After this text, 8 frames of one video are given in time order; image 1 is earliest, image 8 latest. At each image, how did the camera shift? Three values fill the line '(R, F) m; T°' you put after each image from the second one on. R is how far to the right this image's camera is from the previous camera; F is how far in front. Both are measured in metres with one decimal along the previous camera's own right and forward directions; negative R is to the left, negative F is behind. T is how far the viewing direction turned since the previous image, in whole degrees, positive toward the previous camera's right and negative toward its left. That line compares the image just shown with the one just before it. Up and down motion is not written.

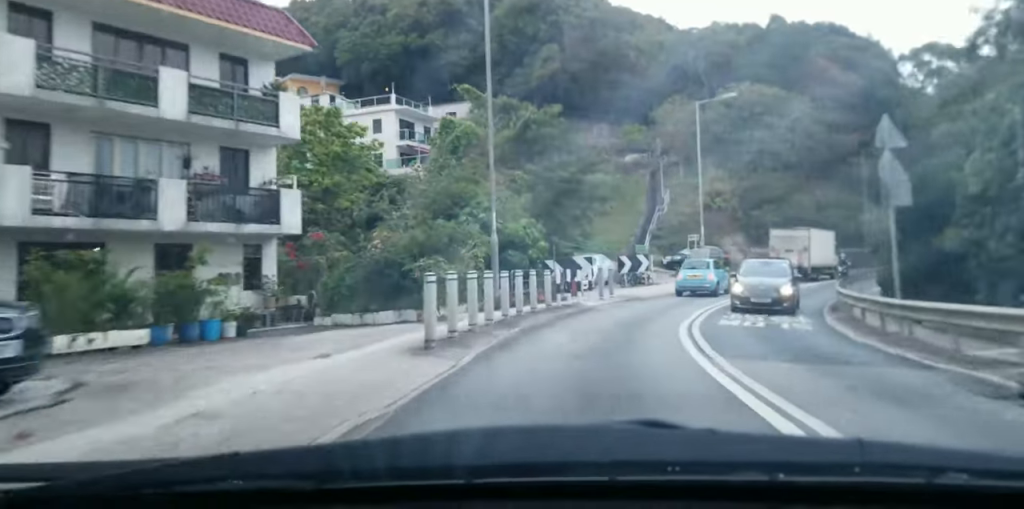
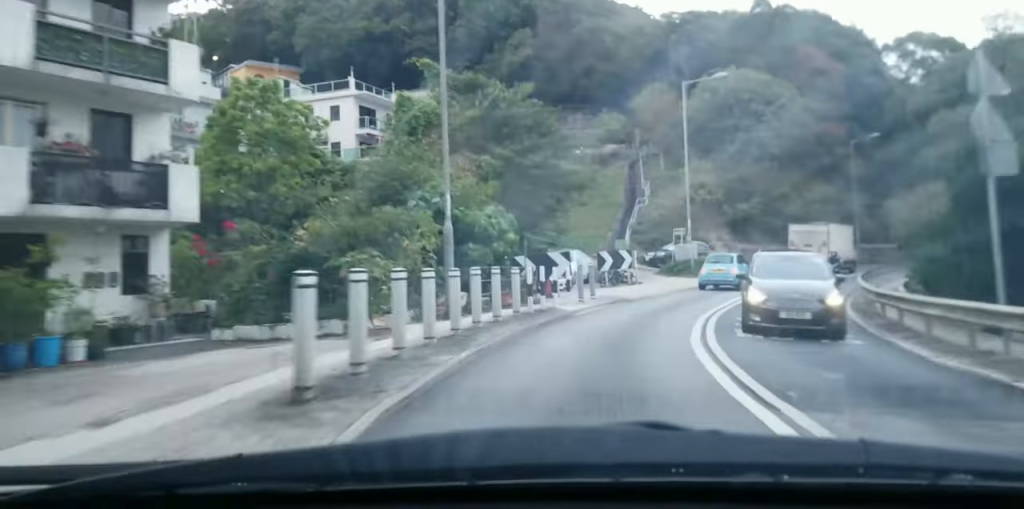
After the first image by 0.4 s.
(0.0, +4.2) m; 0°
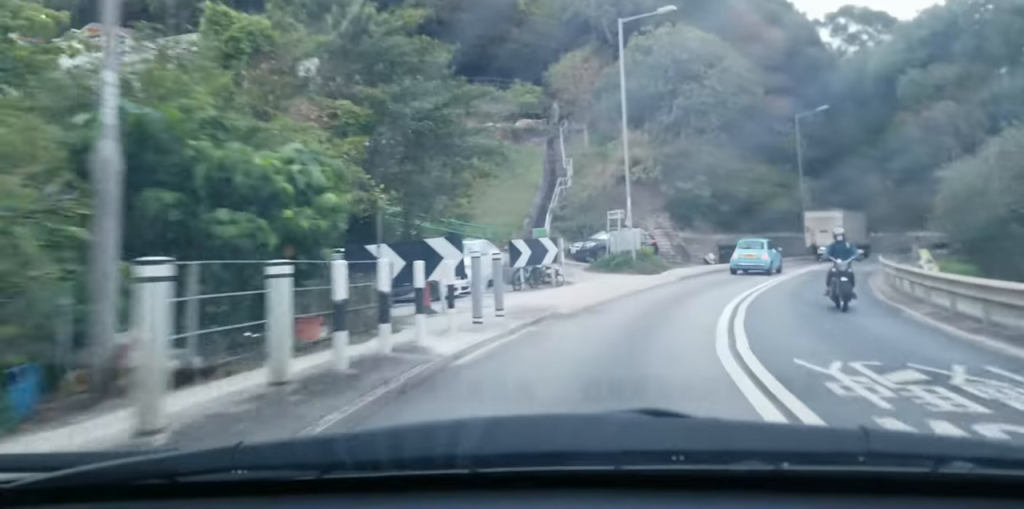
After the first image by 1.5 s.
(0.0, +10.1) m; 0°
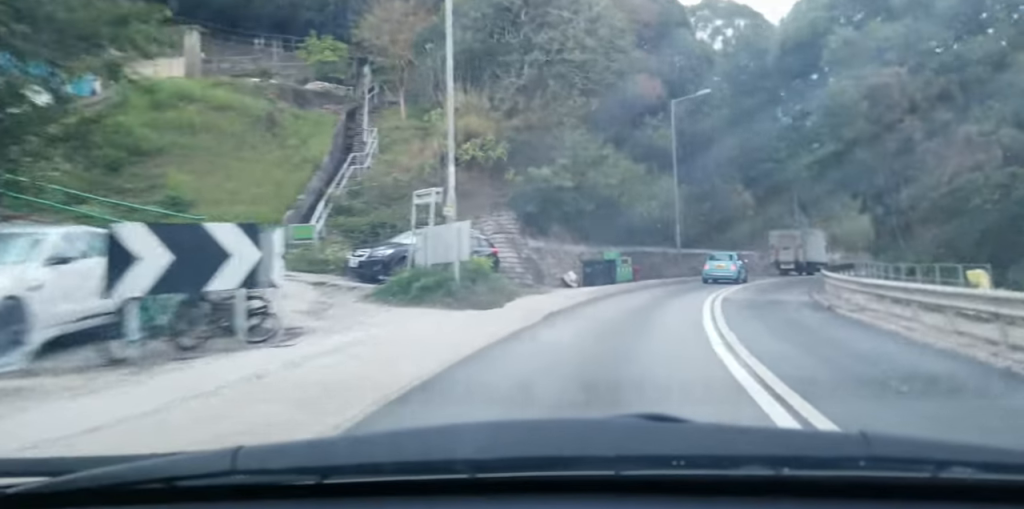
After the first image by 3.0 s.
(0.0, +15.1) m; 0°
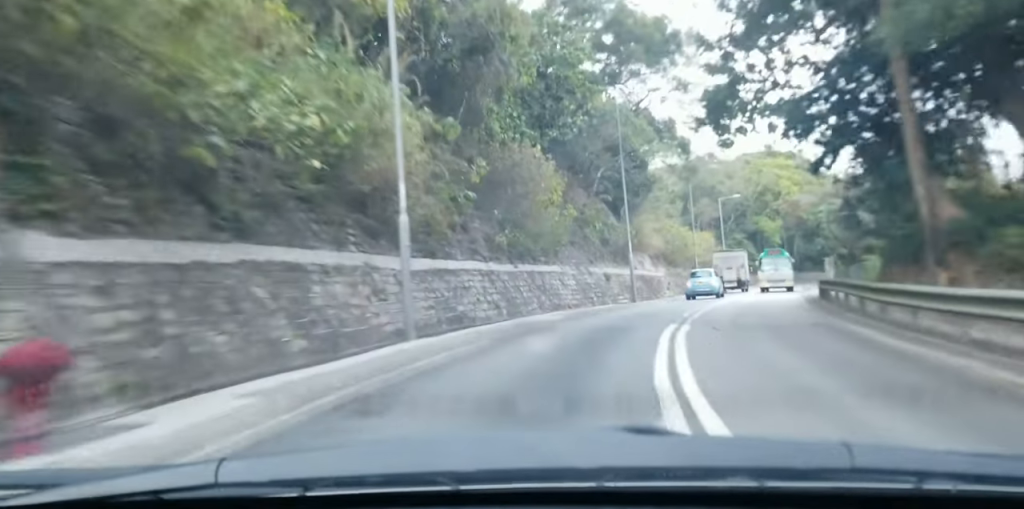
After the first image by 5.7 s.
(0.0, +28.3) m; 0°
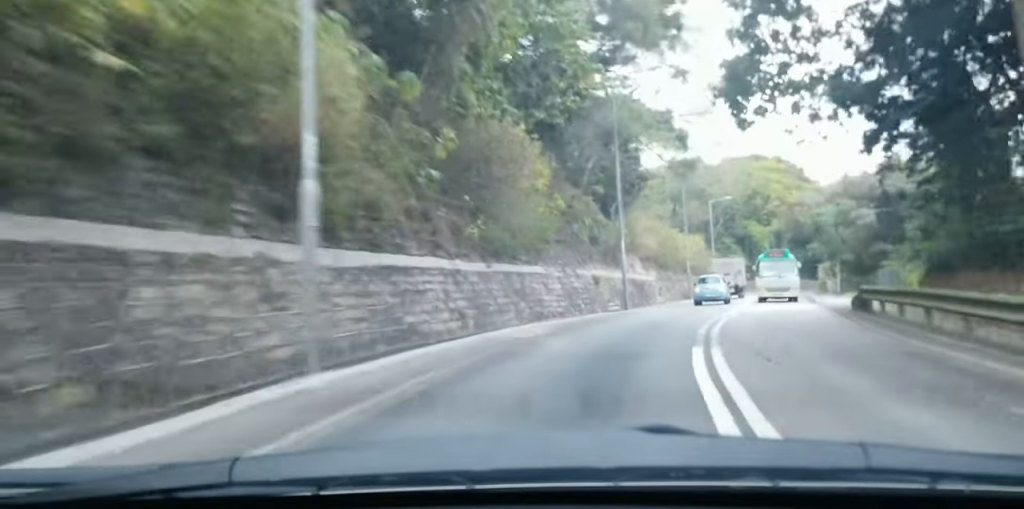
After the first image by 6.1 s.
(0.0, +4.5) m; 0°
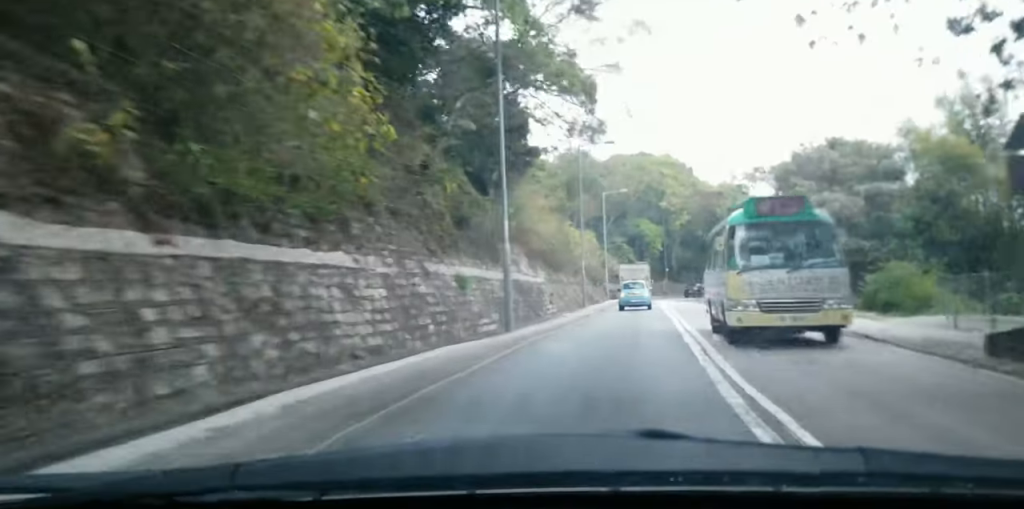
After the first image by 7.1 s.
(0.0, +12.0) m; 0°
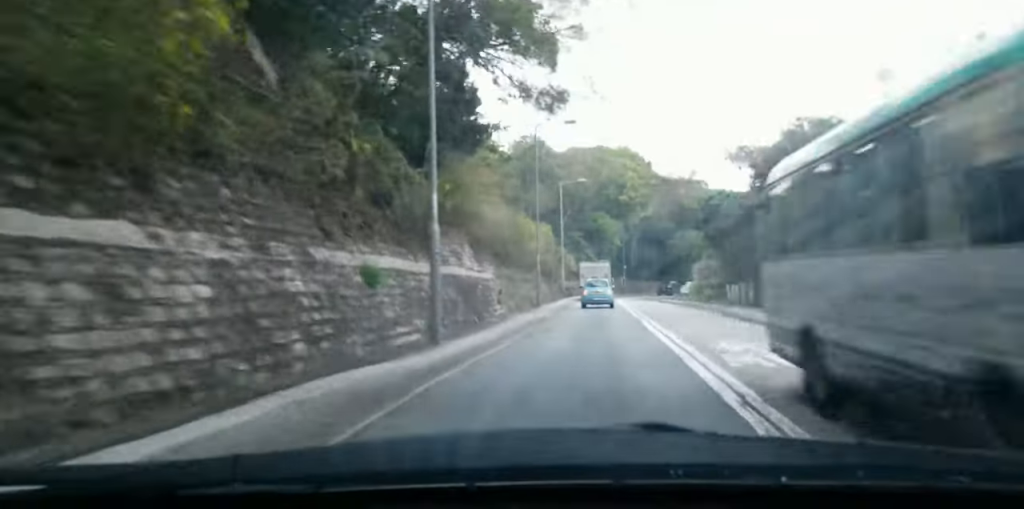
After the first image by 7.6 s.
(0.0, +5.2) m; 0°
